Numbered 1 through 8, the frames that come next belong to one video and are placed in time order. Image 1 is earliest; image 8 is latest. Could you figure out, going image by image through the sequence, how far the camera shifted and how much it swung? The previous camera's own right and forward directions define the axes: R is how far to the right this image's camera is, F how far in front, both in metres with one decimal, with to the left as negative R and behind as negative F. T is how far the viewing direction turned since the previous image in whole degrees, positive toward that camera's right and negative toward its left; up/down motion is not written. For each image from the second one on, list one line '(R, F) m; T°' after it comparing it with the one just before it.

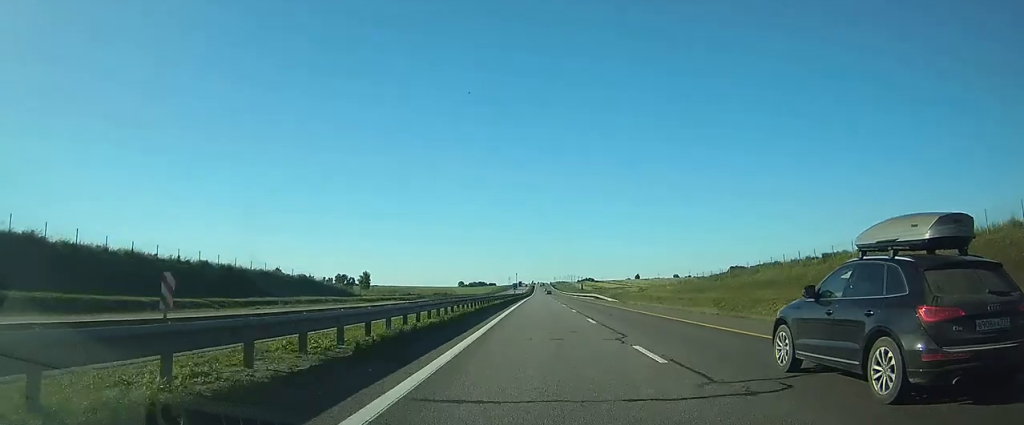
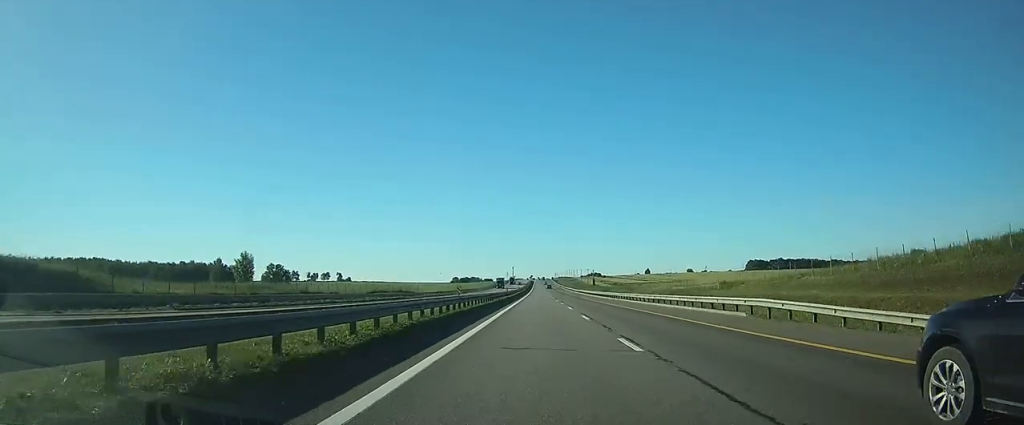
(+0.4, +70.1) m; 0°
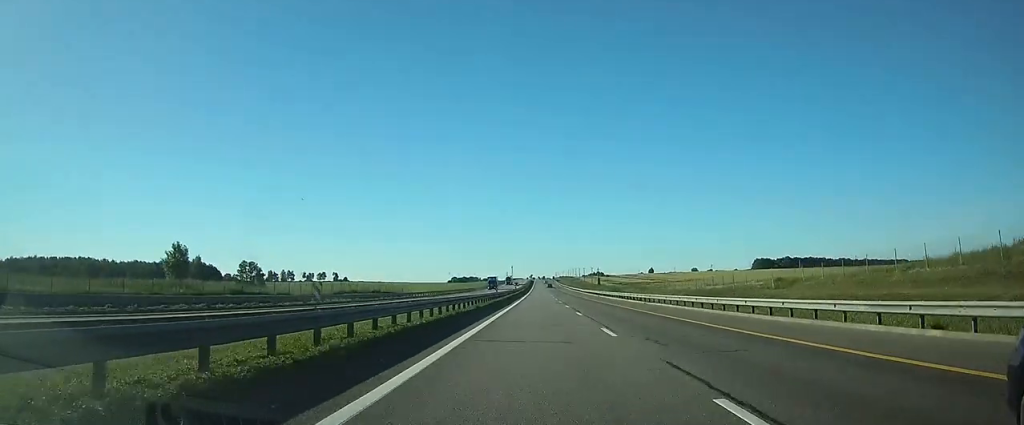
(0.0, +20.1) m; 0°
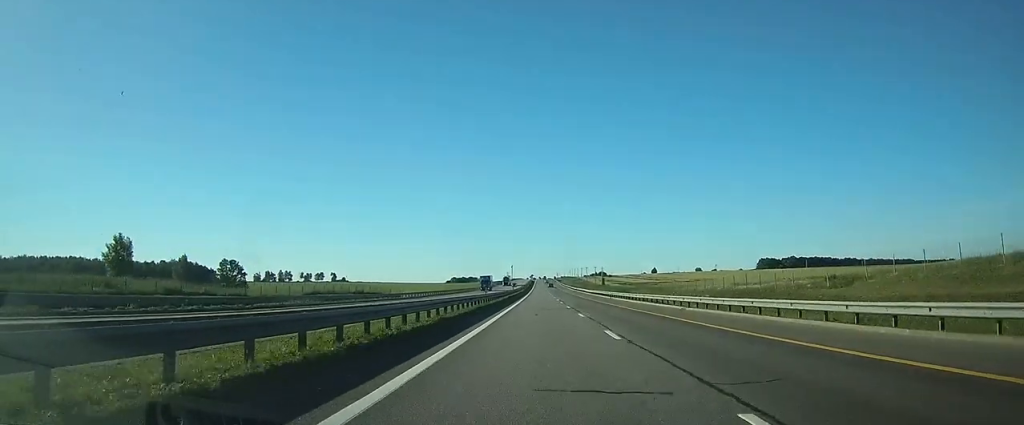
(0.0, +12.7) m; 0°
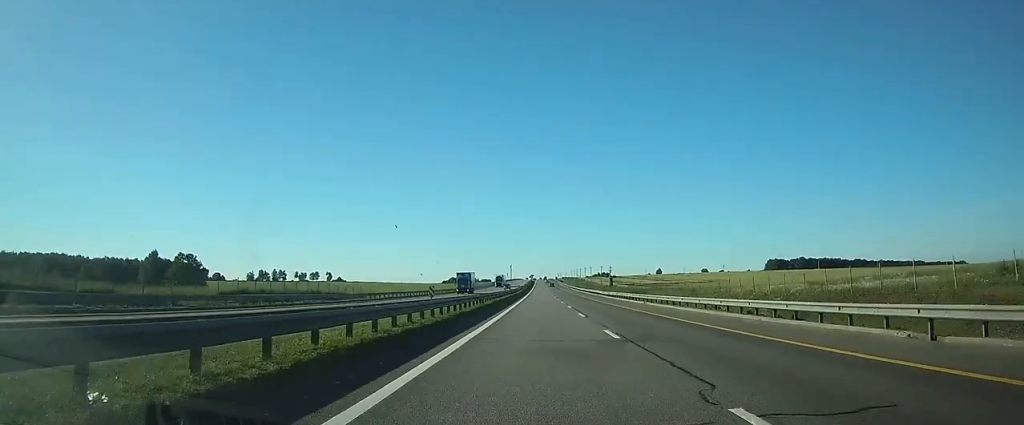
(0.0, +23.4) m; 0°
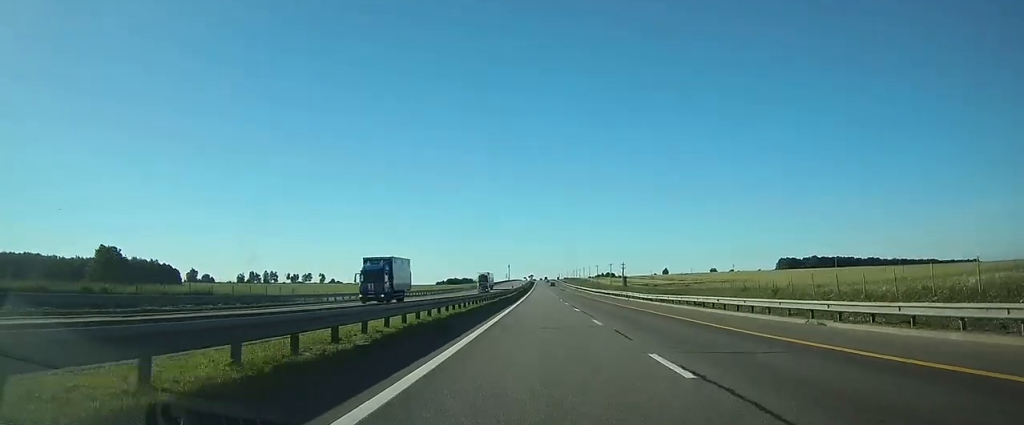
(0.0, +31.2) m; 0°
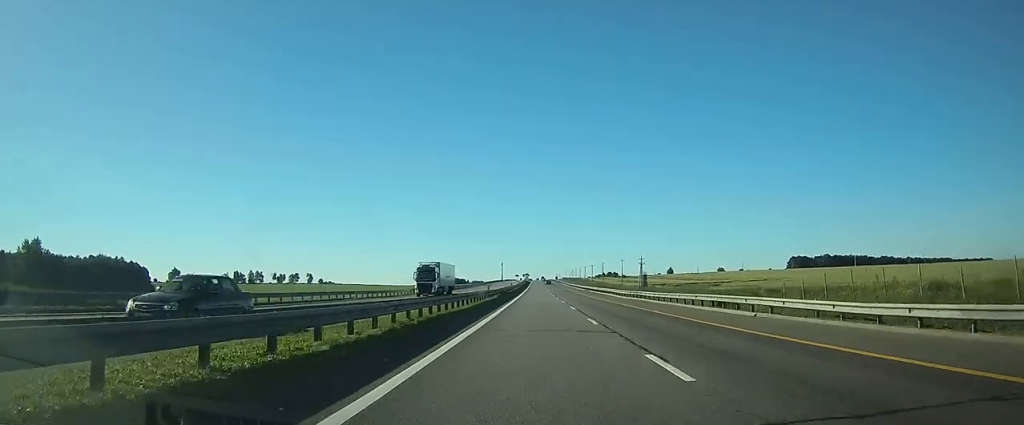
(0.0, +36.8) m; 0°
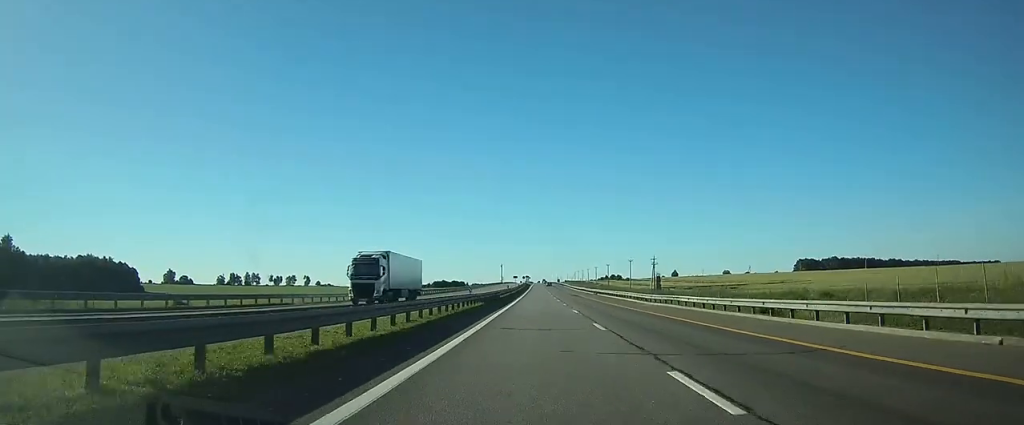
(0.0, +14.1) m; 0°
